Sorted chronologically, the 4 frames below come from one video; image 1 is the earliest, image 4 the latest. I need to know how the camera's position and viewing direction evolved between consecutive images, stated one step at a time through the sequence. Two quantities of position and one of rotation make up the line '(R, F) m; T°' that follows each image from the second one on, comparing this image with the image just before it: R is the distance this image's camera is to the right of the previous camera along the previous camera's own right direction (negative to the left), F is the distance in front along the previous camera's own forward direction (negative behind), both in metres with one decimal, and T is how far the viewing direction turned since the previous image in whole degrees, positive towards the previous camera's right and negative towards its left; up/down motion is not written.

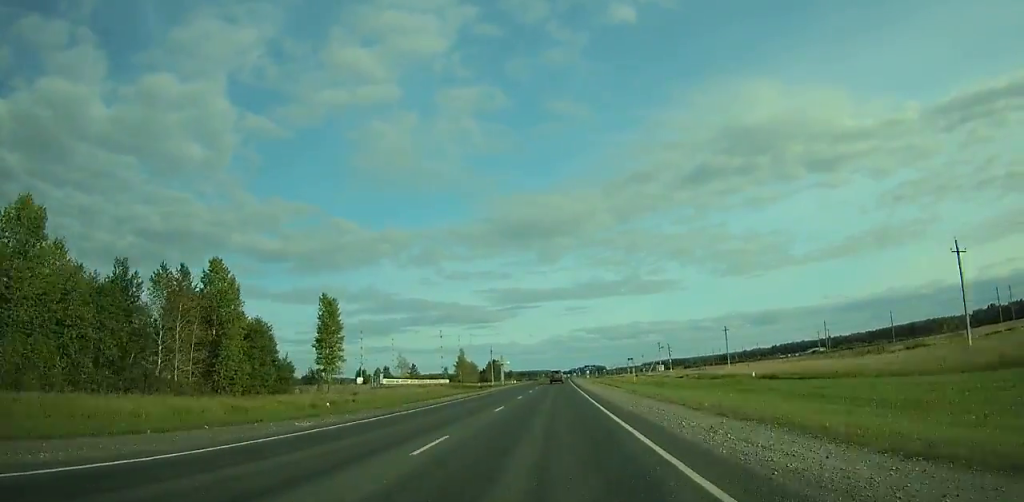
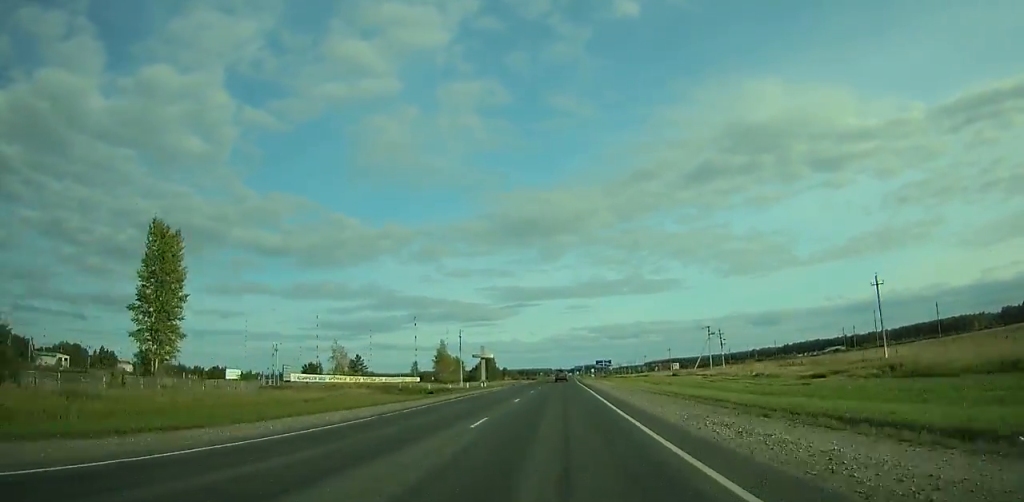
(+0.1, +56.7) m; 0°
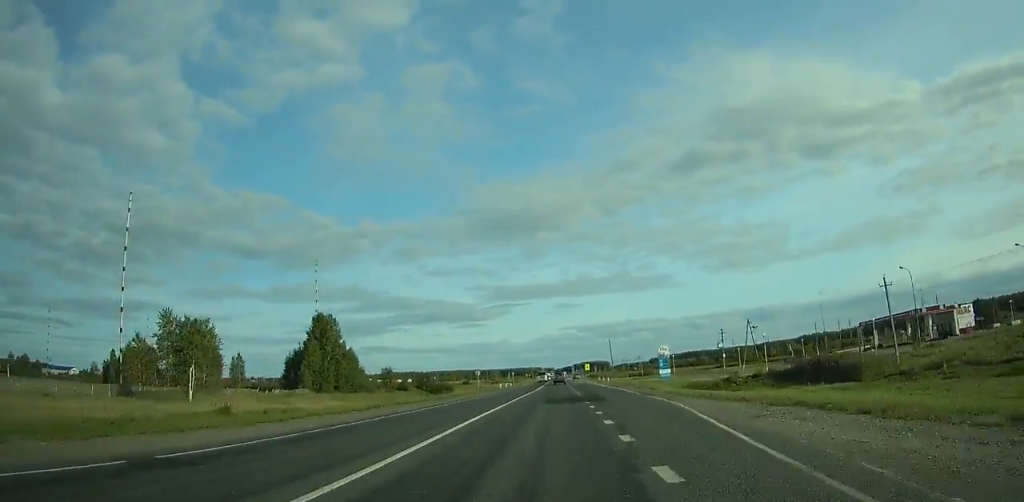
(+3.4, +317.5) m; +1°
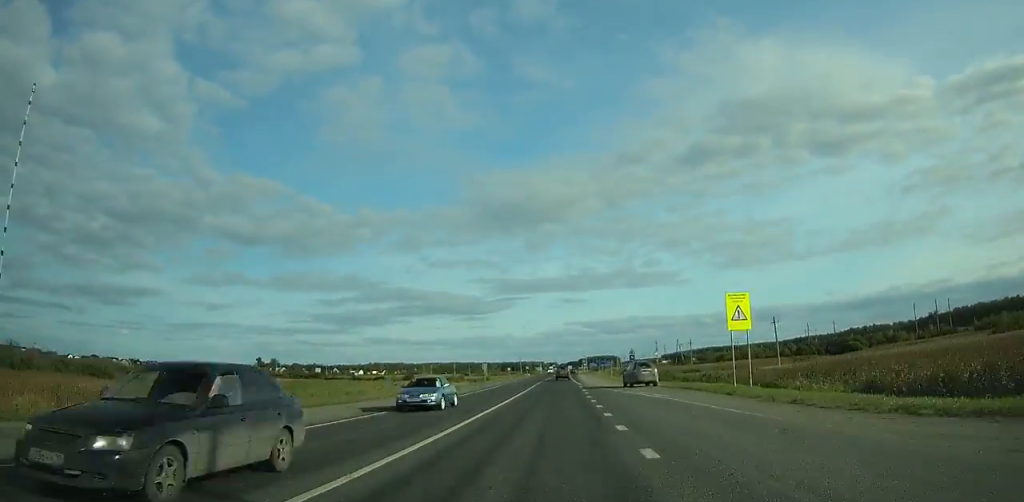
(0.0, +148.6) m; 0°
